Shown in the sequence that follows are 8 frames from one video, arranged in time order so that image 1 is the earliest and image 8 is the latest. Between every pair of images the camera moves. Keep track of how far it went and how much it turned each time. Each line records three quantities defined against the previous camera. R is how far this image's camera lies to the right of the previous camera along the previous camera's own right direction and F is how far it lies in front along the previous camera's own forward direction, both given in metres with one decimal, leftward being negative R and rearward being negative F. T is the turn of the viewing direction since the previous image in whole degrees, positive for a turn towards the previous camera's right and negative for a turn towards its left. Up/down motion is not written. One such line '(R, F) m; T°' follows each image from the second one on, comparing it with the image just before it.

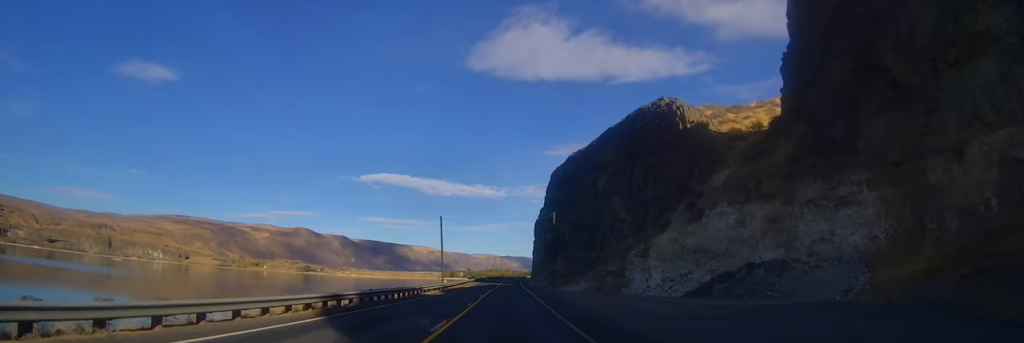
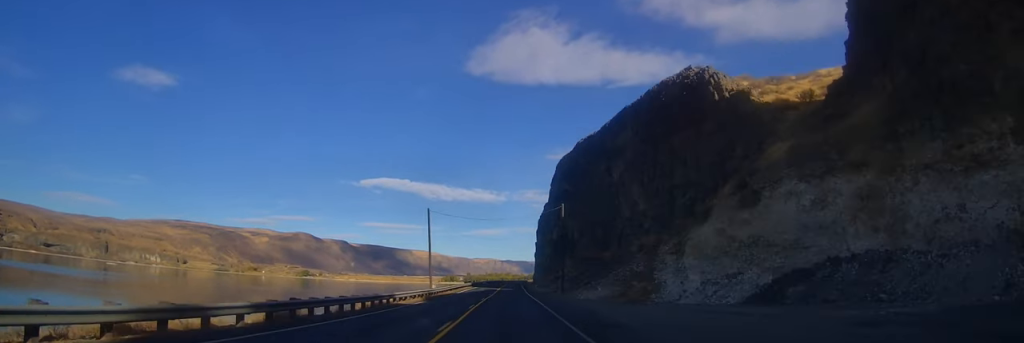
(0.0, +11.4) m; 0°
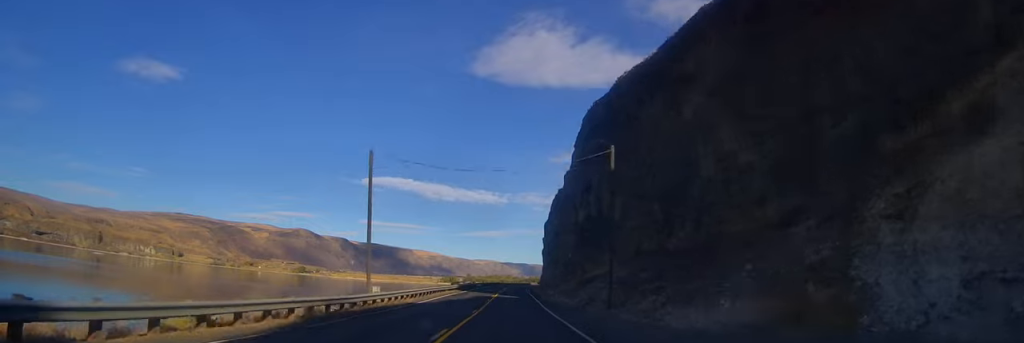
(+0.2, +27.4) m; +1°
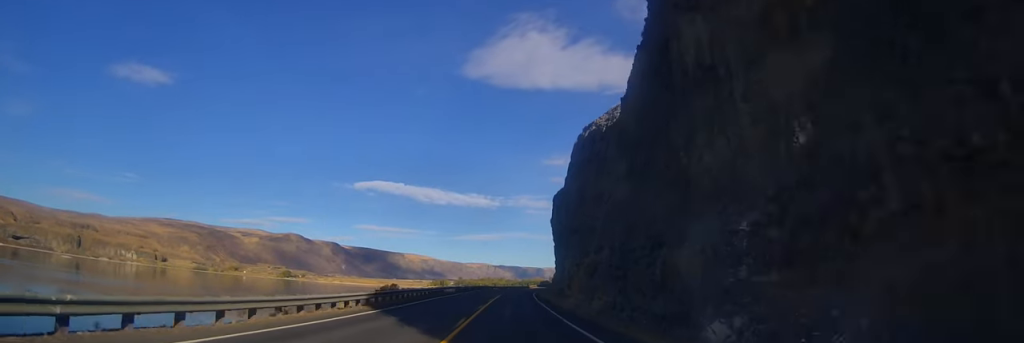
(-0.6, +45.1) m; 0°
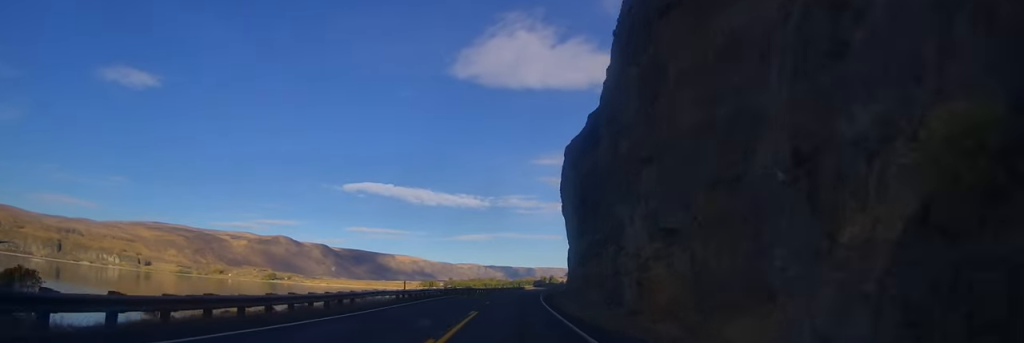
(+1.0, +32.5) m; +1°
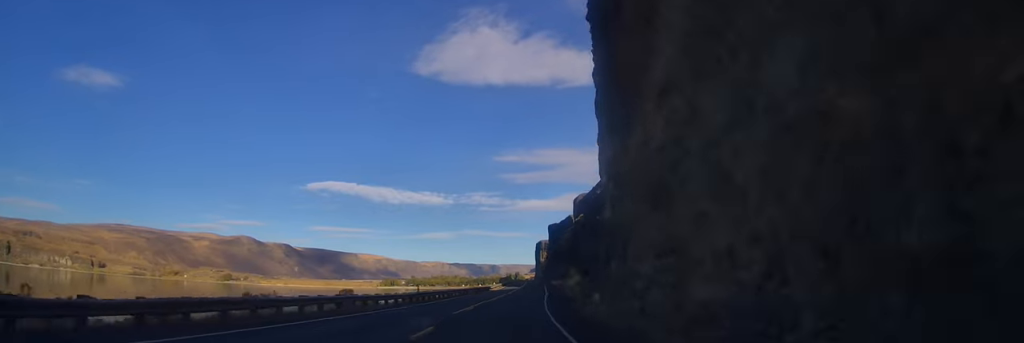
(-0.8, +45.0) m; +1°
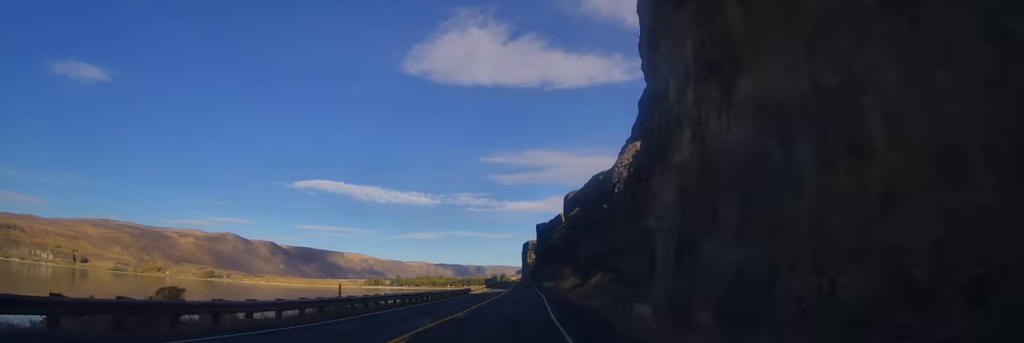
(-0.1, +15.6) m; +2°
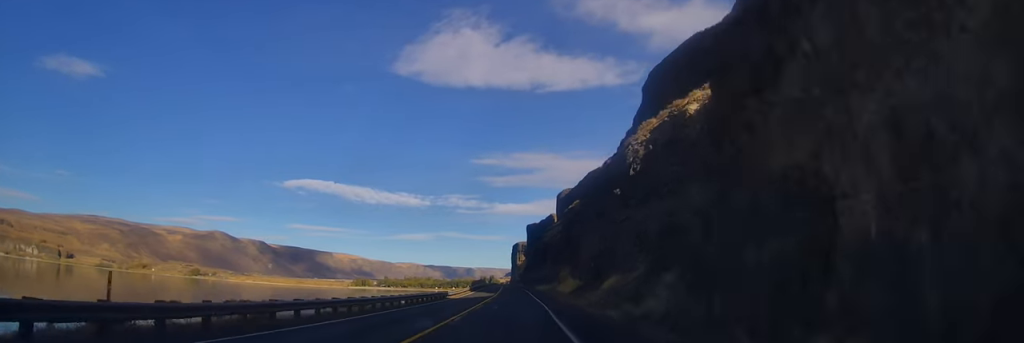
(+0.6, +13.8) m; +2°
